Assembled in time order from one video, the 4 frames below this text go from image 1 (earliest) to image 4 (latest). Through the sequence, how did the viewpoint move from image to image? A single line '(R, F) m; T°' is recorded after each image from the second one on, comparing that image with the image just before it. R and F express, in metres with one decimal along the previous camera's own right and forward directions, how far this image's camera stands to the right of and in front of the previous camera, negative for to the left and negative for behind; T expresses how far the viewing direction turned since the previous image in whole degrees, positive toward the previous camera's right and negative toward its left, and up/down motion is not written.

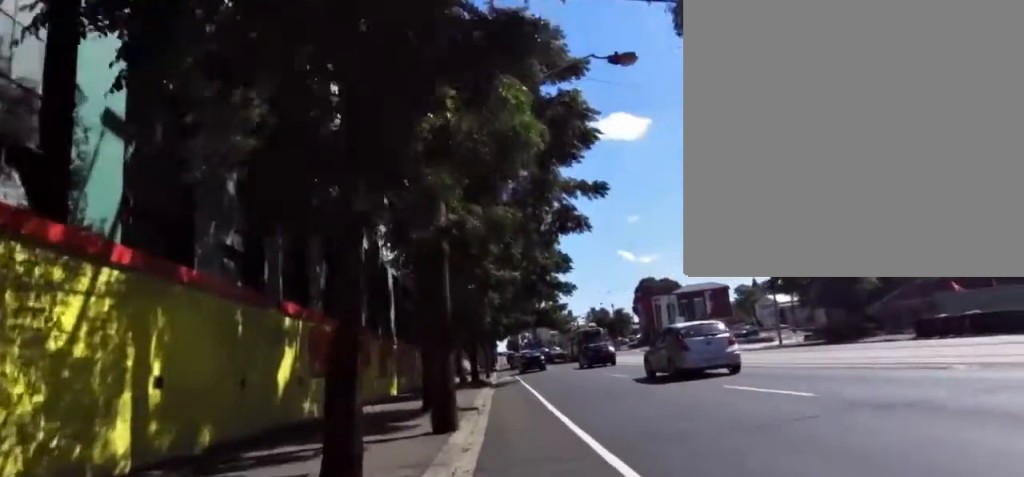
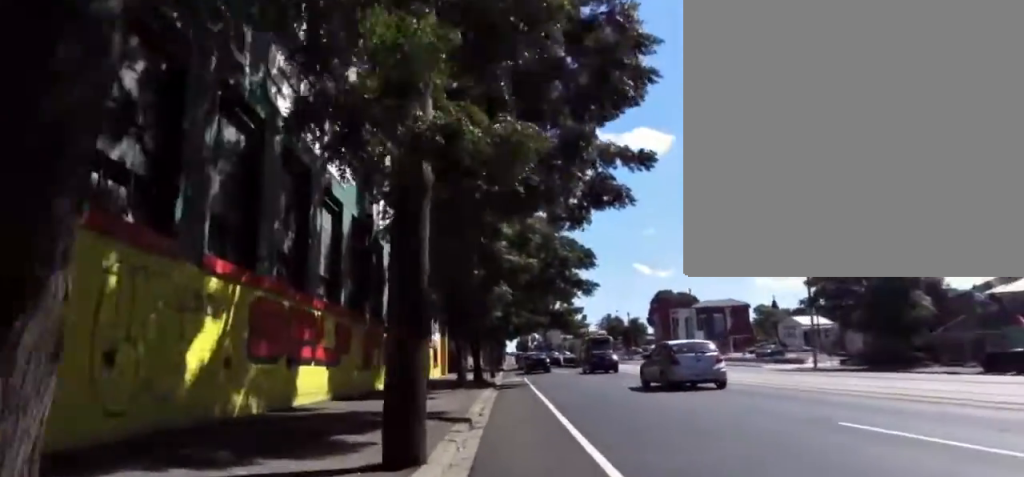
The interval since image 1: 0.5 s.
(0.0, +3.9) m; 0°
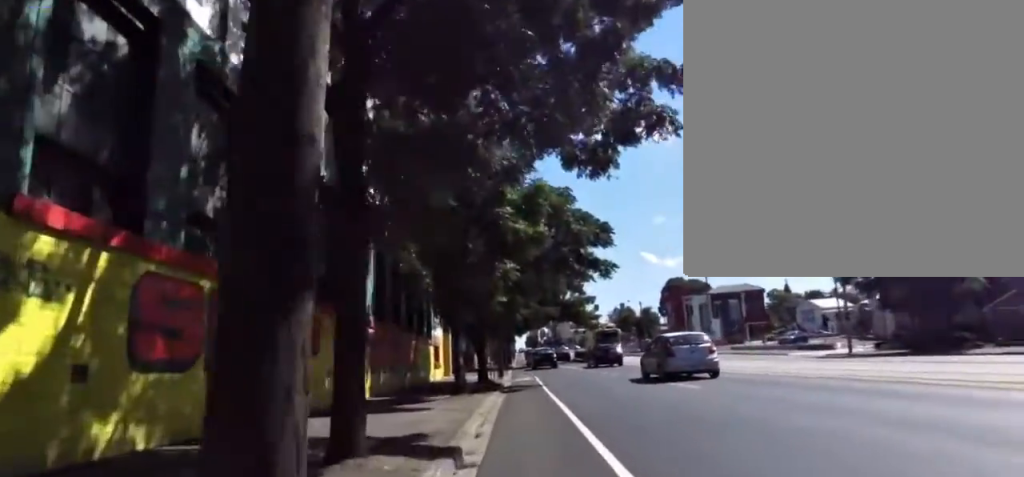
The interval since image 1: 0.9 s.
(0.0, +3.6) m; +5°
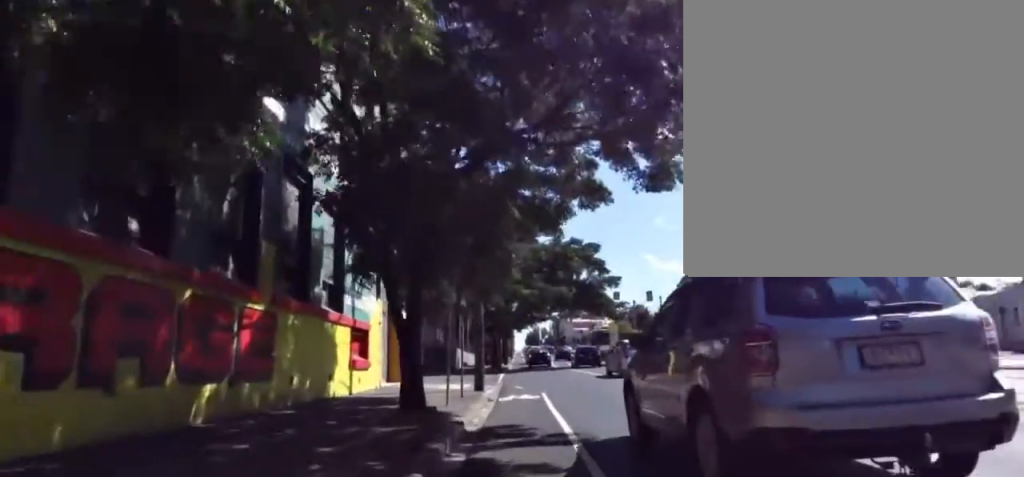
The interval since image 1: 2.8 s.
(+1.8, +15.5) m; +2°
